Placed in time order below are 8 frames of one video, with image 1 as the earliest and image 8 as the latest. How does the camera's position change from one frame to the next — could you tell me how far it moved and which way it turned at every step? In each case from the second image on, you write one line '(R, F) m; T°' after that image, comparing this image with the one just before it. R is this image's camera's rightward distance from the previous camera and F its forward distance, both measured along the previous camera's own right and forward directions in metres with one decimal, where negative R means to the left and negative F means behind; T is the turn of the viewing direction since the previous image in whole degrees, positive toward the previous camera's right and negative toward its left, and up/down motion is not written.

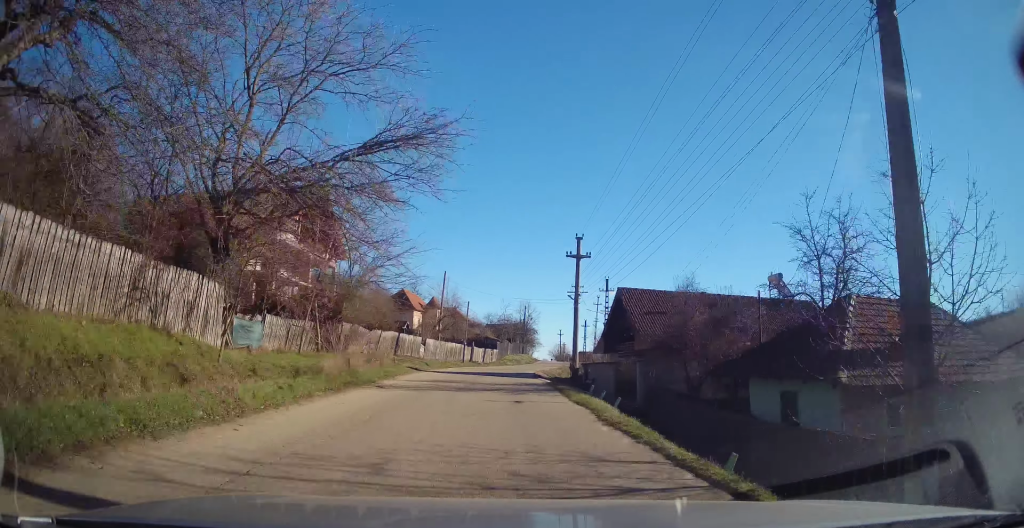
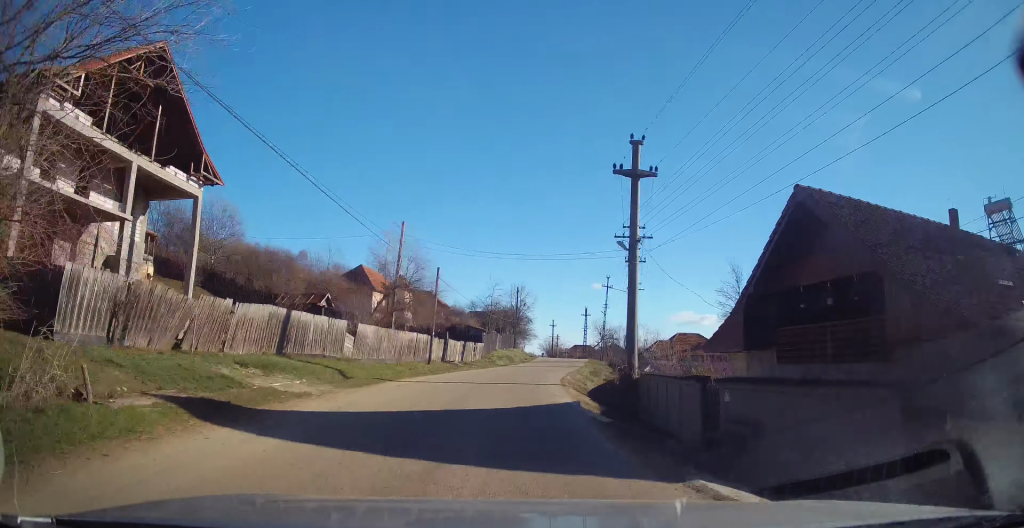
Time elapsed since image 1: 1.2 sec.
(+0.1, +19.5) m; +2°
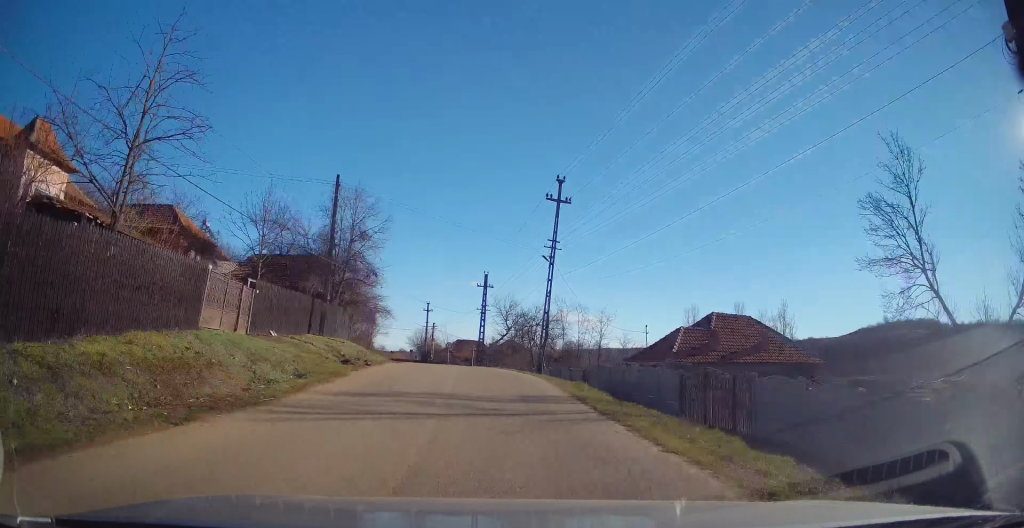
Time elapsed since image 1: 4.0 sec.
(+3.7, +44.5) m; +11°
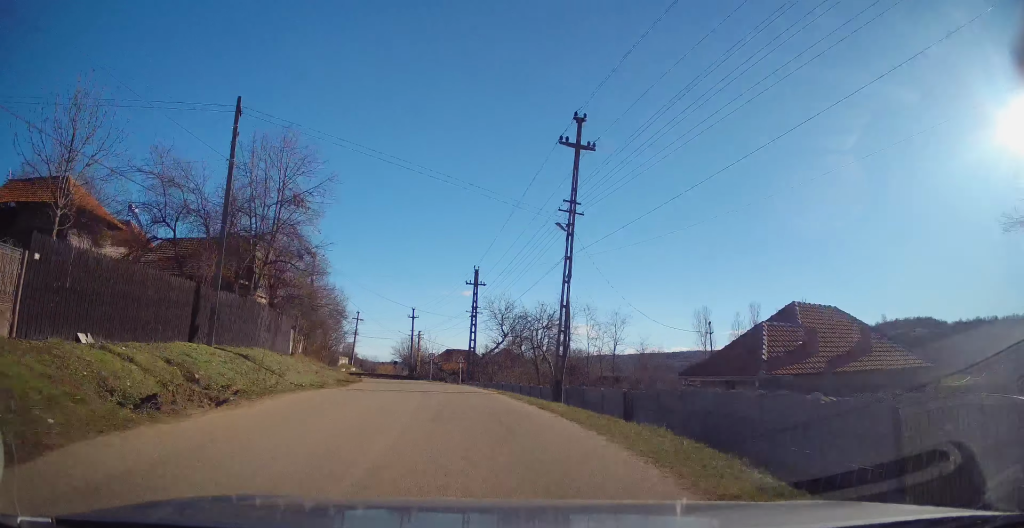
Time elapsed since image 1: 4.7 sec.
(+0.3, +10.5) m; 0°
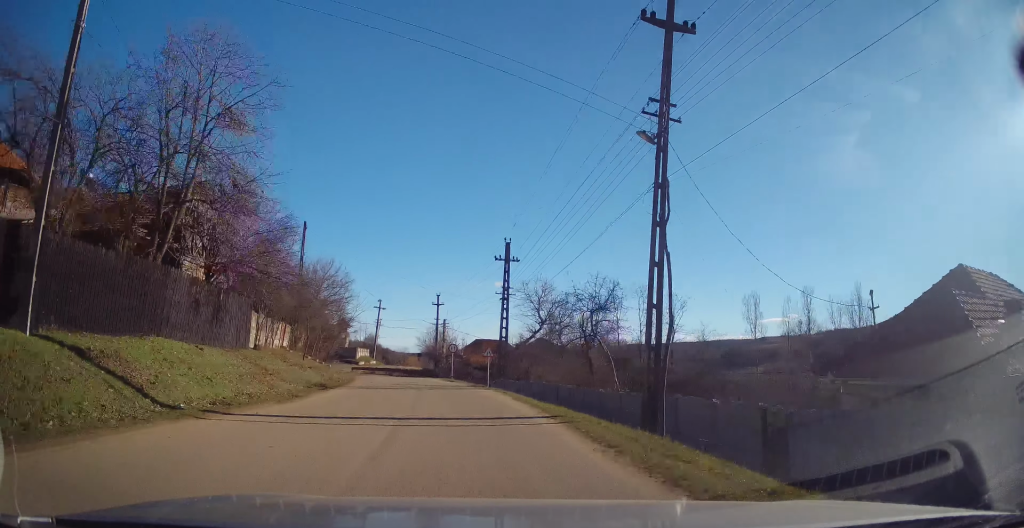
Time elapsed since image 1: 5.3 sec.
(+0.2, +8.9) m; -2°
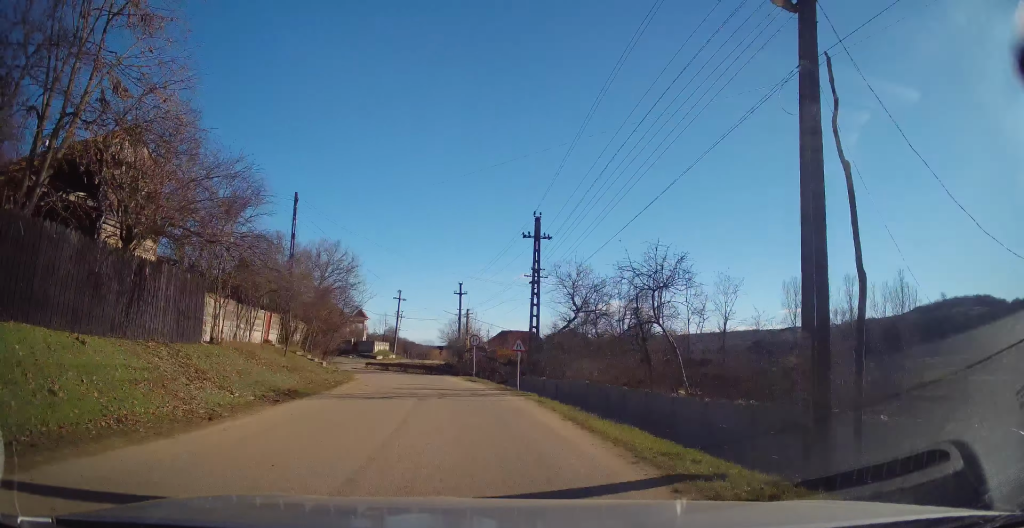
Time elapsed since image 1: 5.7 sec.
(-0.3, +5.6) m; -2°
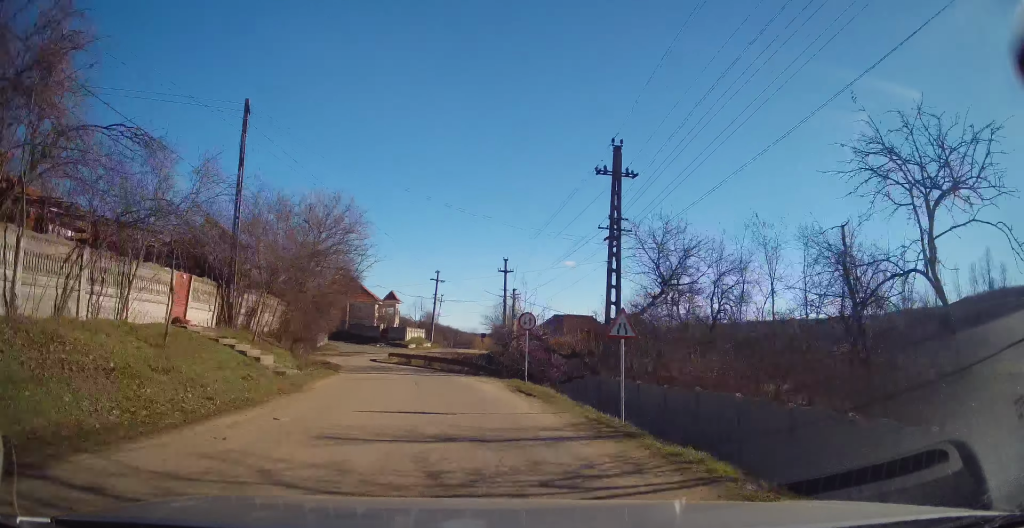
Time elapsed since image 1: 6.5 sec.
(-0.5, +11.0) m; -5°
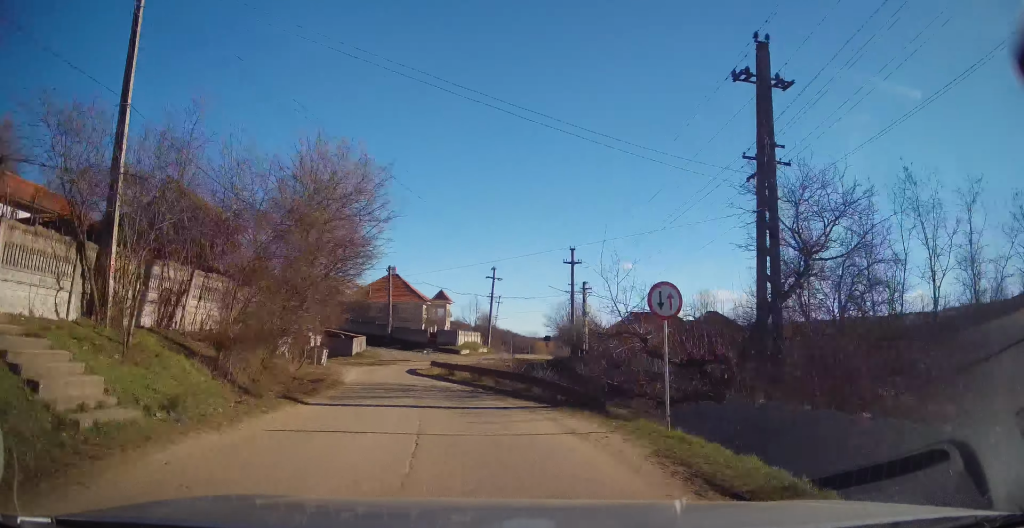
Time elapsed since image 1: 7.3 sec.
(-0.2, +9.6) m; -6°
